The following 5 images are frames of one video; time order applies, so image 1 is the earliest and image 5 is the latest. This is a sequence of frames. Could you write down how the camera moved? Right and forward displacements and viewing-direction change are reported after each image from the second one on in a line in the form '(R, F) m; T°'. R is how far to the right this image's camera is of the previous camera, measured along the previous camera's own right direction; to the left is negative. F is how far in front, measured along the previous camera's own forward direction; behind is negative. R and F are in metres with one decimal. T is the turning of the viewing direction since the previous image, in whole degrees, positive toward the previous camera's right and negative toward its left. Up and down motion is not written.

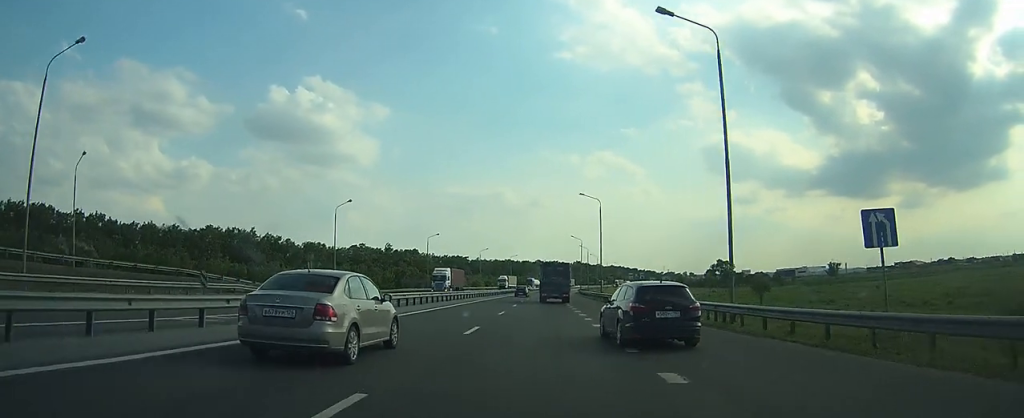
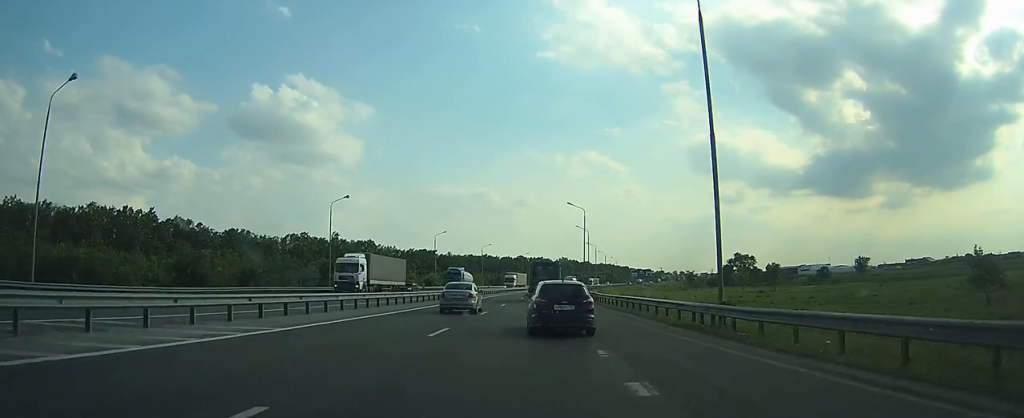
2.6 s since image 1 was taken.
(+1.0, +47.2) m; +2°
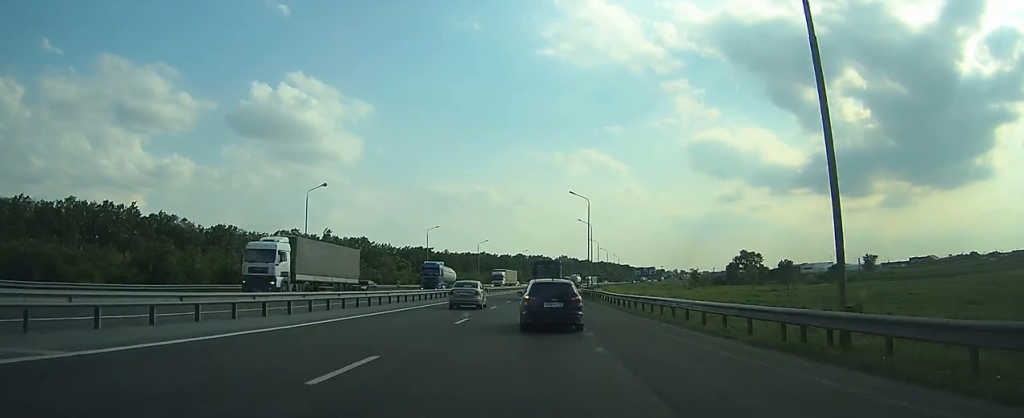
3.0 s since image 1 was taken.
(+0.1, +7.5) m; 0°
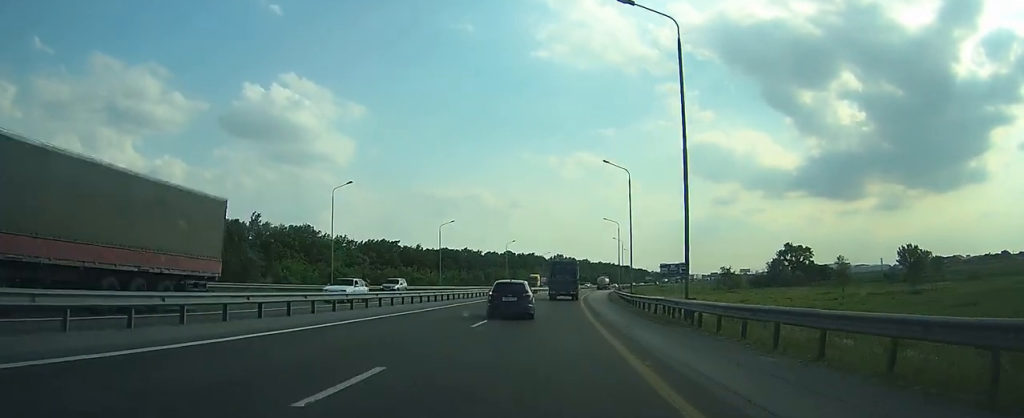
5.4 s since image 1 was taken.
(-0.3, +47.3) m; 0°
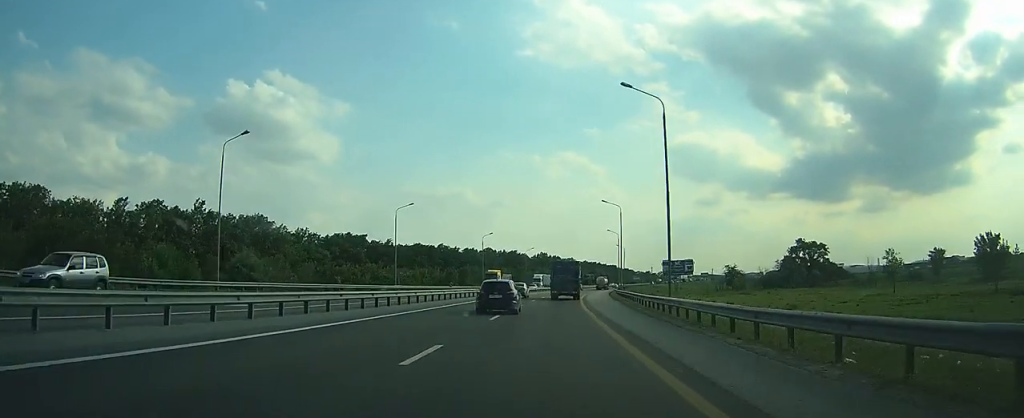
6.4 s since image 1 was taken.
(+0.2, +19.8) m; +2°
